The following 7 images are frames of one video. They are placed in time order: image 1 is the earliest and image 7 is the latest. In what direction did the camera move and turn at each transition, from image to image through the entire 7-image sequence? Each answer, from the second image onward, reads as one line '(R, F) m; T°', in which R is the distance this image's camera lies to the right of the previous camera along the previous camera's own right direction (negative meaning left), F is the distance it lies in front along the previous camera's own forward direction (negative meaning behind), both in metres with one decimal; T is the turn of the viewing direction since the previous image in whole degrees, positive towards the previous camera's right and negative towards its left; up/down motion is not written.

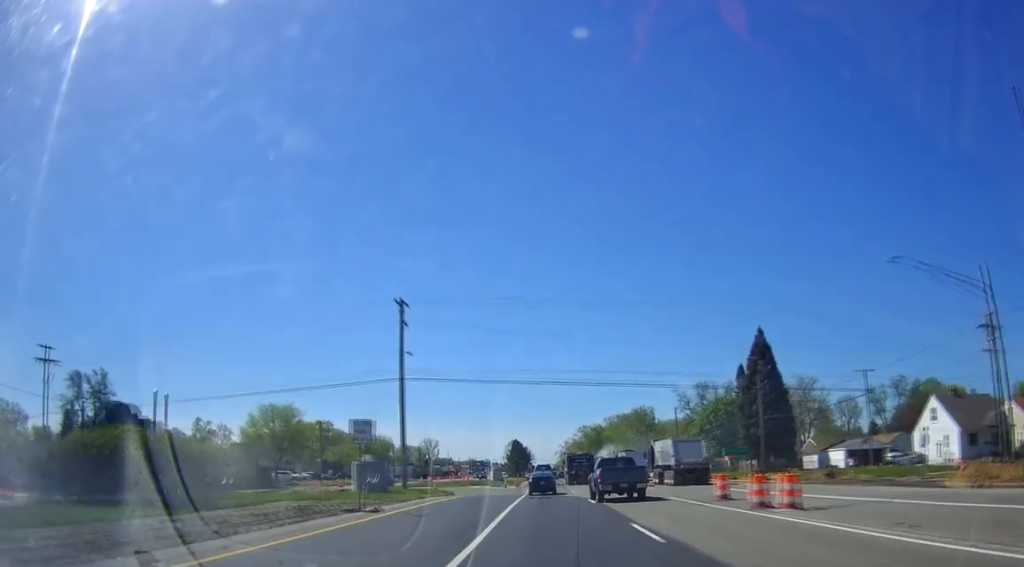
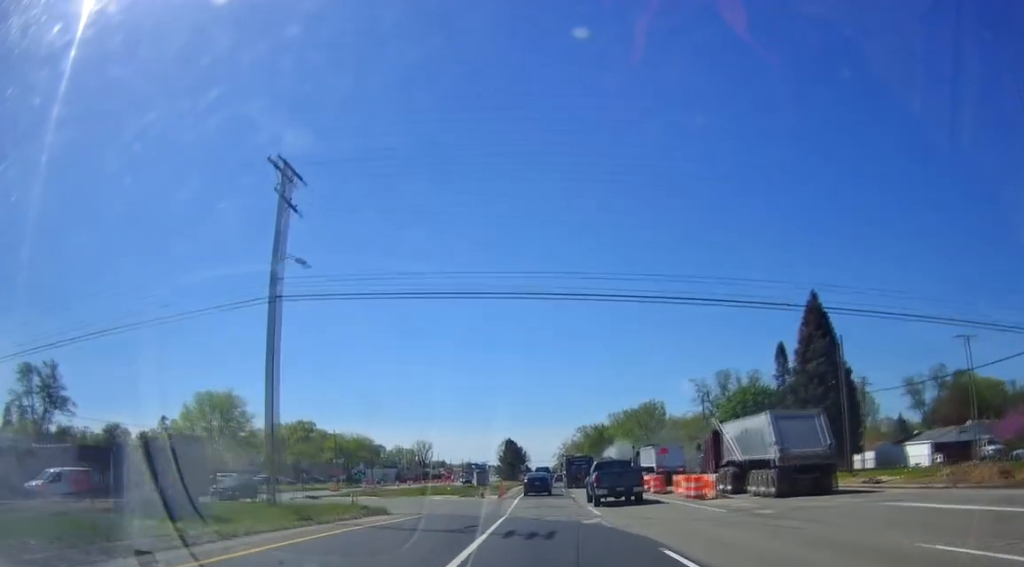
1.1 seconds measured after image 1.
(+0.8, +19.8) m; +2°
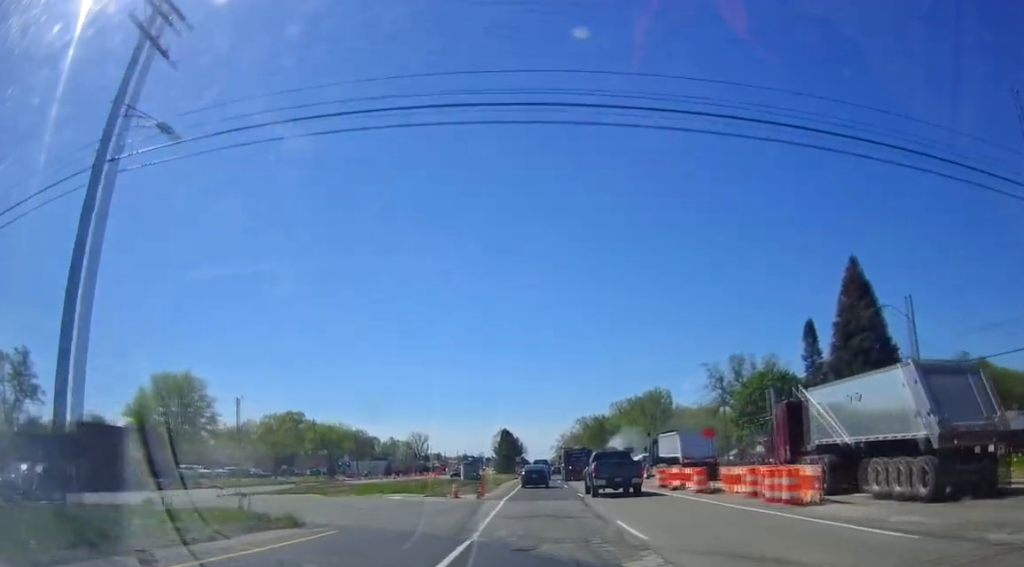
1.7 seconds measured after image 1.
(0.0, +10.5) m; 0°
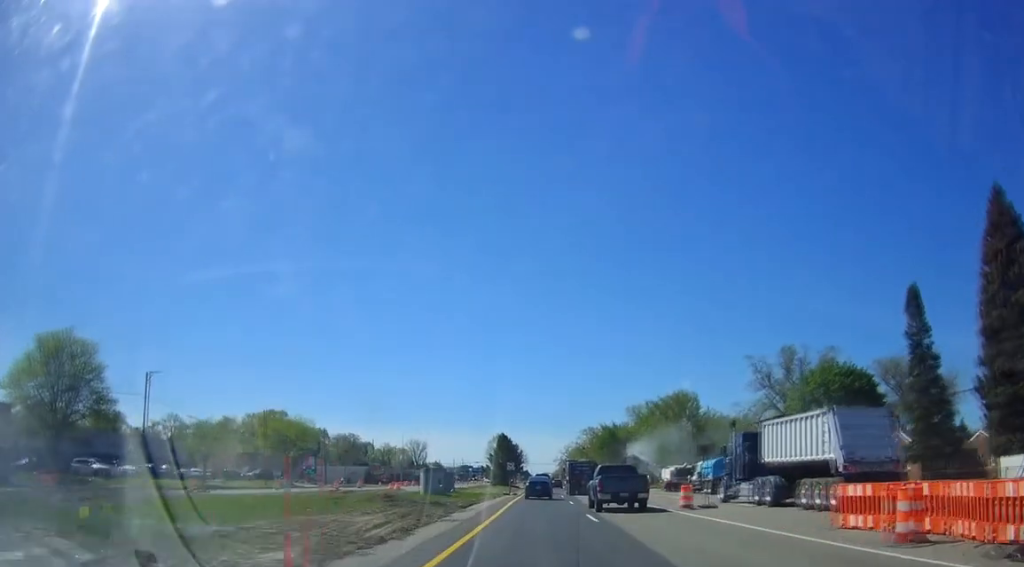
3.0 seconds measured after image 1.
(-0.1, +23.1) m; -3°
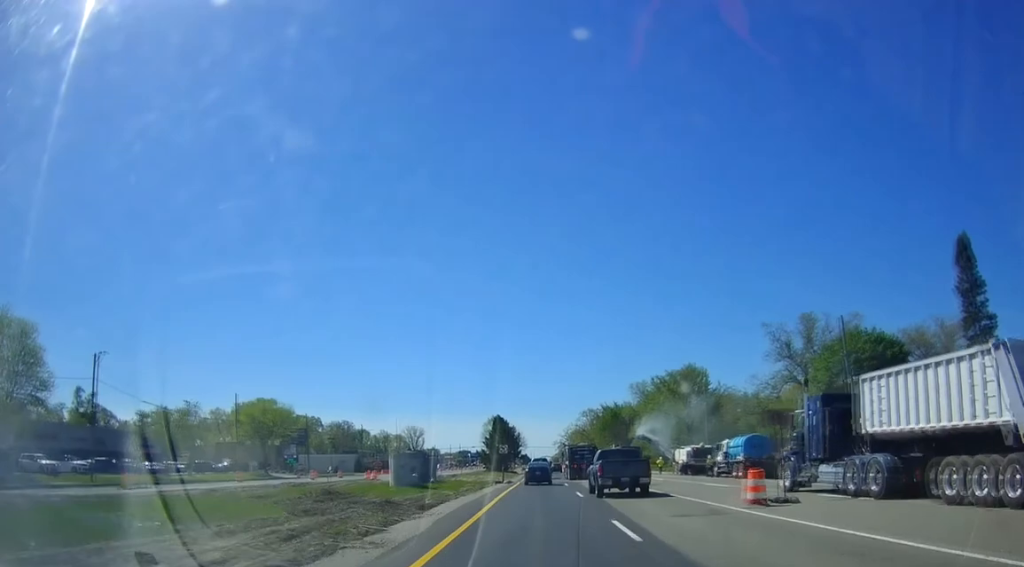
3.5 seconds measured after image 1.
(-0.4, +9.0) m; 0°
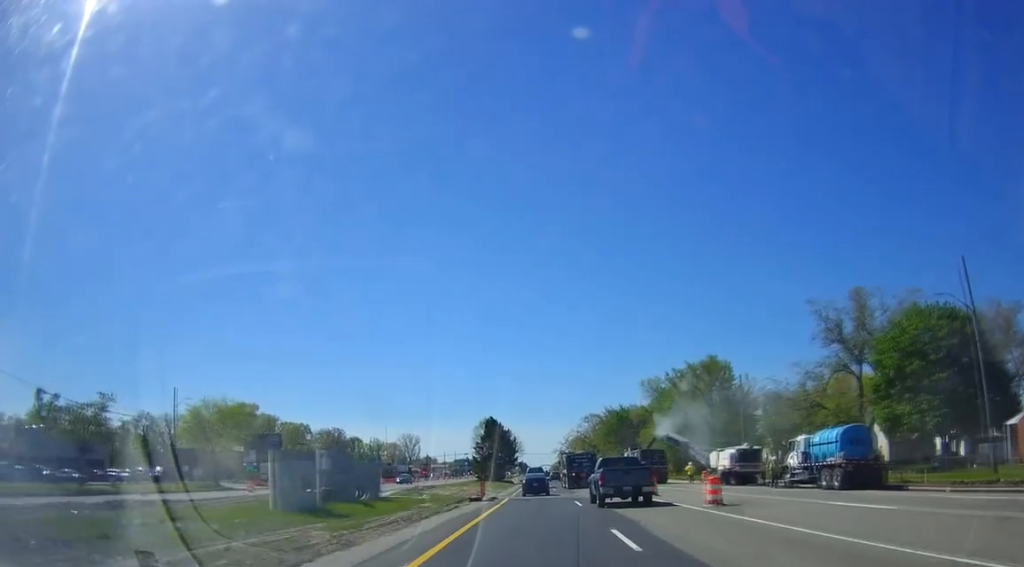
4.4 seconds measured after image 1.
(0.0, +16.1) m; +1°
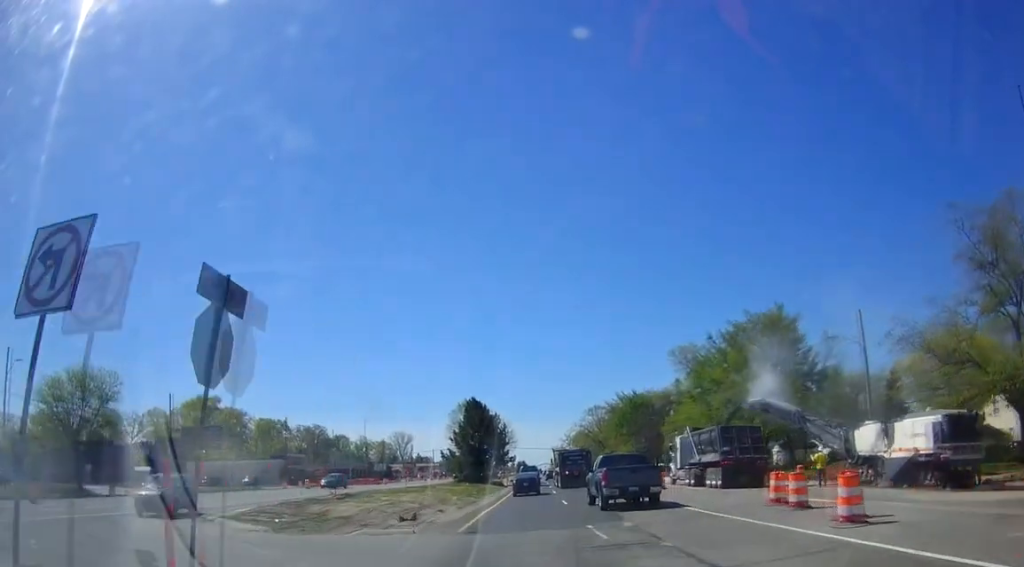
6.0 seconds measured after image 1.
(+0.7, +28.3) m; +1°
